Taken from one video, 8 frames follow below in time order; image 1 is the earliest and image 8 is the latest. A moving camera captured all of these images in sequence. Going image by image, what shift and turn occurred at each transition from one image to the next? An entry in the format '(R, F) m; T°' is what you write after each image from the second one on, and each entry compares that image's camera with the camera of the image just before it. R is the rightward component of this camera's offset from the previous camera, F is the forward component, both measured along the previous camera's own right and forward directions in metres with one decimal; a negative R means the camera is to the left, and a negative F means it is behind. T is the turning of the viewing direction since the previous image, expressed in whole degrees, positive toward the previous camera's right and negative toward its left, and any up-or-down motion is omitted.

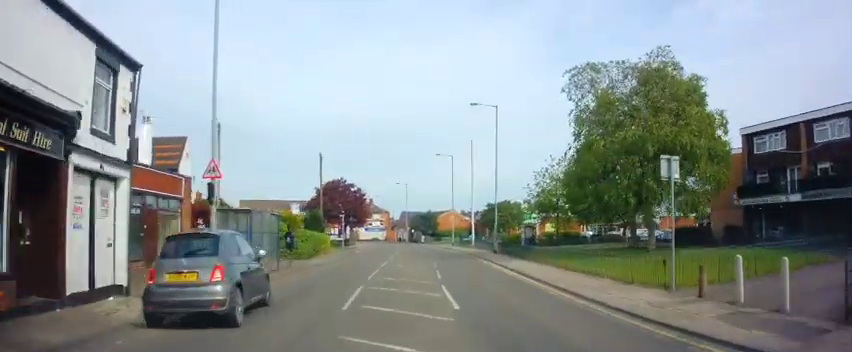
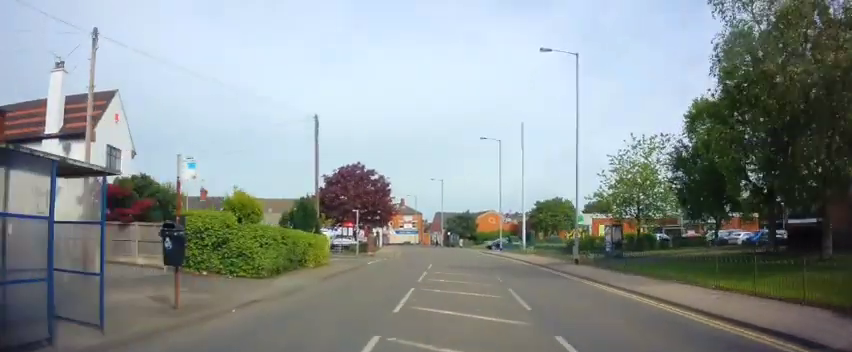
(-0.1, +12.0) m; 0°
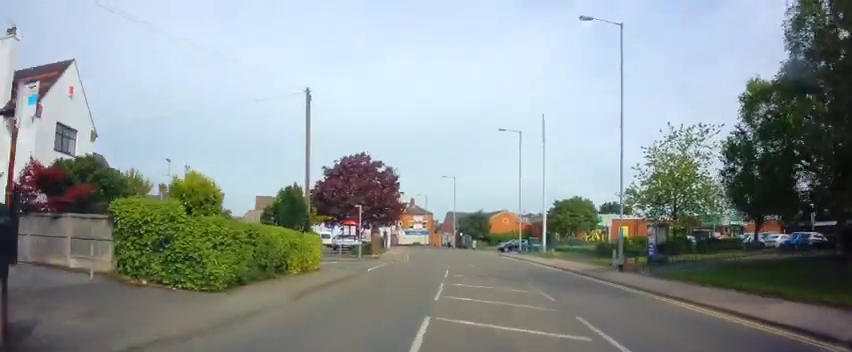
(+0.1, +4.5) m; -1°
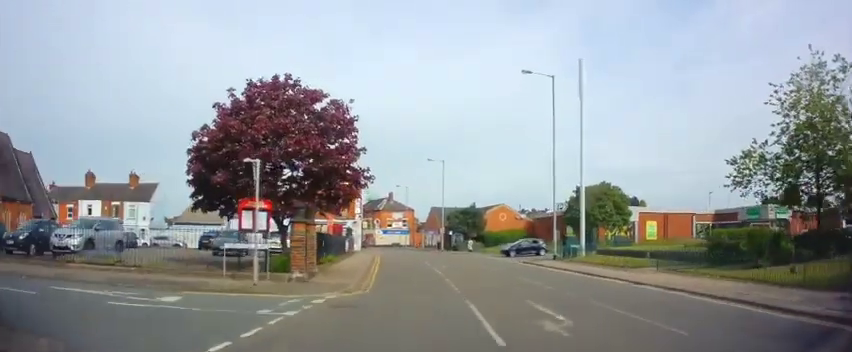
(-0.3, +16.7) m; 0°
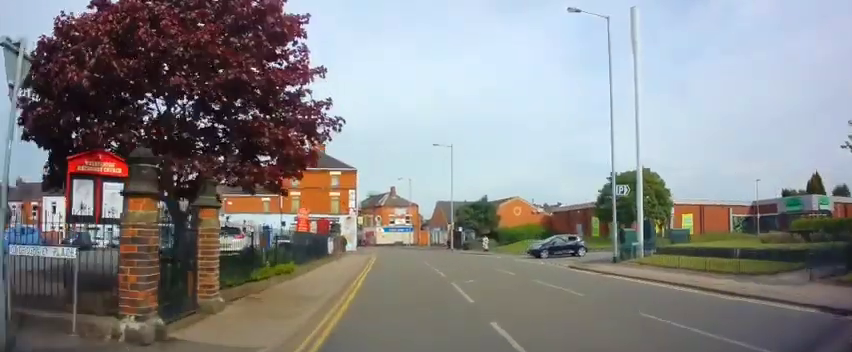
(+0.3, +8.5) m; +1°
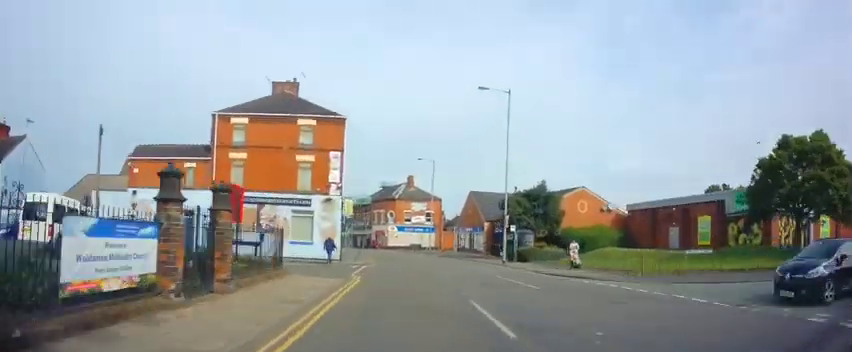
(-1.1, +21.7) m; -2°
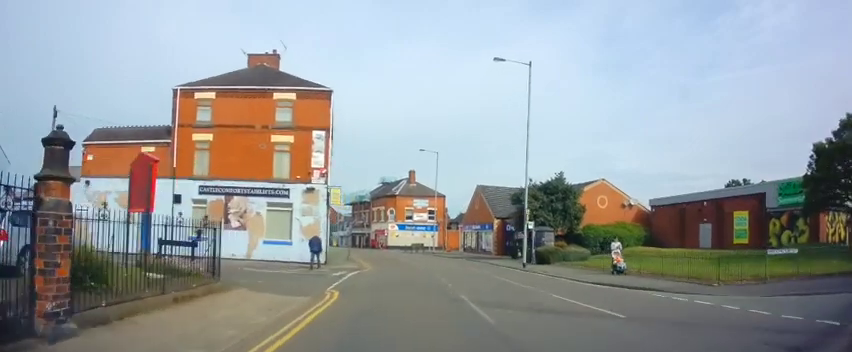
(+0.1, +5.4) m; 0°
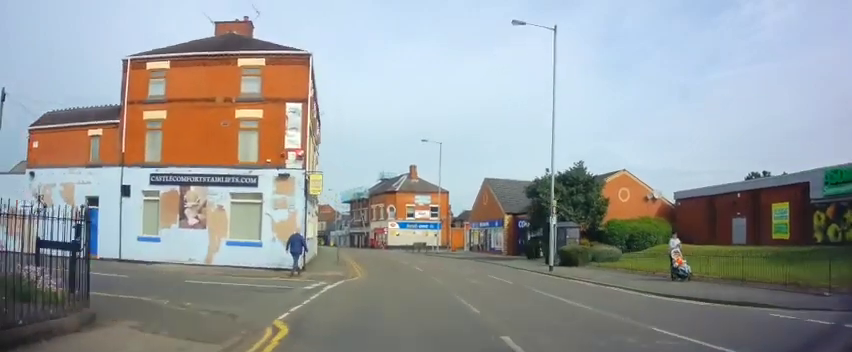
(+0.3, +5.0) m; 0°
